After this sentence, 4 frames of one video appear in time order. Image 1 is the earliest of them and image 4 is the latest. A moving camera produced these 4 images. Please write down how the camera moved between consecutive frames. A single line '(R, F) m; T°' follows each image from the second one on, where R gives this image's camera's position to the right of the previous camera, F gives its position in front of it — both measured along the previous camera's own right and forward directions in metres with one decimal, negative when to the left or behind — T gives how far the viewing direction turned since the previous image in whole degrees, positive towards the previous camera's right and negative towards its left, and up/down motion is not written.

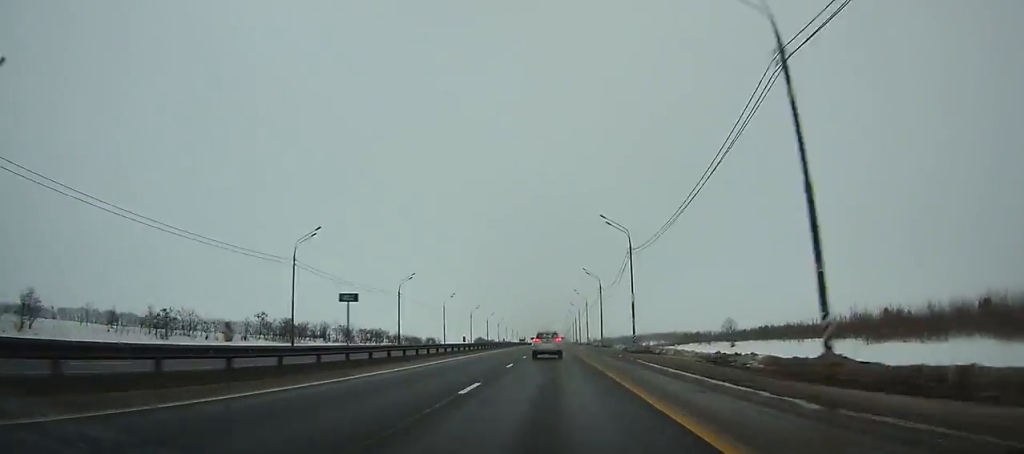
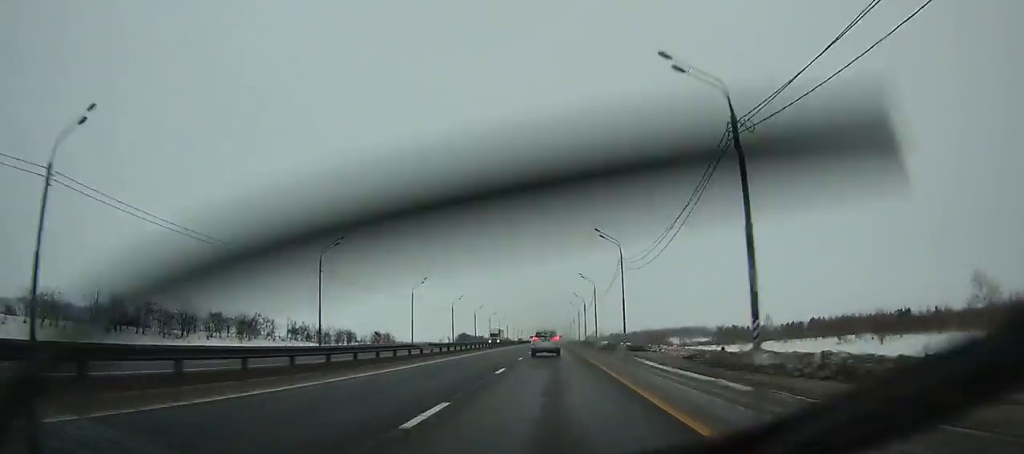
(+0.1, +64.7) m; 0°
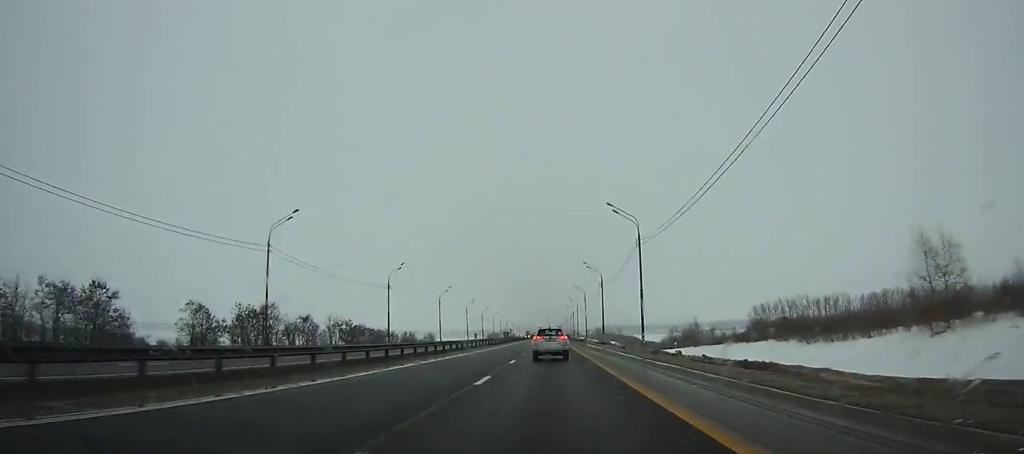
(-0.2, +413.0) m; 0°
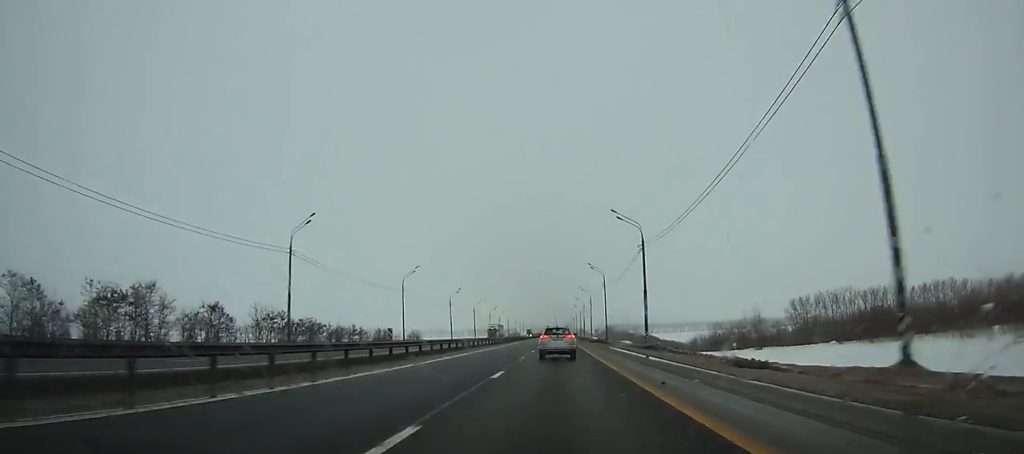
(-0.2, +33.1) m; 0°
